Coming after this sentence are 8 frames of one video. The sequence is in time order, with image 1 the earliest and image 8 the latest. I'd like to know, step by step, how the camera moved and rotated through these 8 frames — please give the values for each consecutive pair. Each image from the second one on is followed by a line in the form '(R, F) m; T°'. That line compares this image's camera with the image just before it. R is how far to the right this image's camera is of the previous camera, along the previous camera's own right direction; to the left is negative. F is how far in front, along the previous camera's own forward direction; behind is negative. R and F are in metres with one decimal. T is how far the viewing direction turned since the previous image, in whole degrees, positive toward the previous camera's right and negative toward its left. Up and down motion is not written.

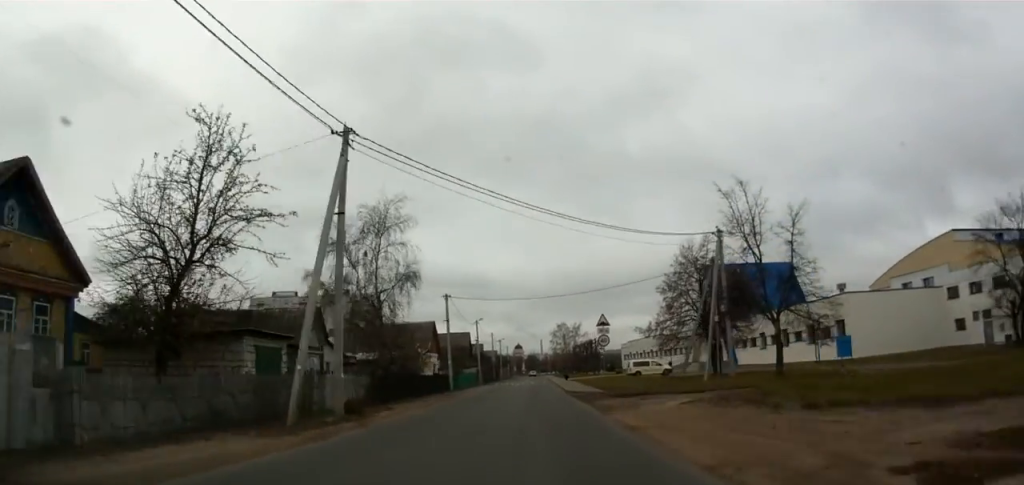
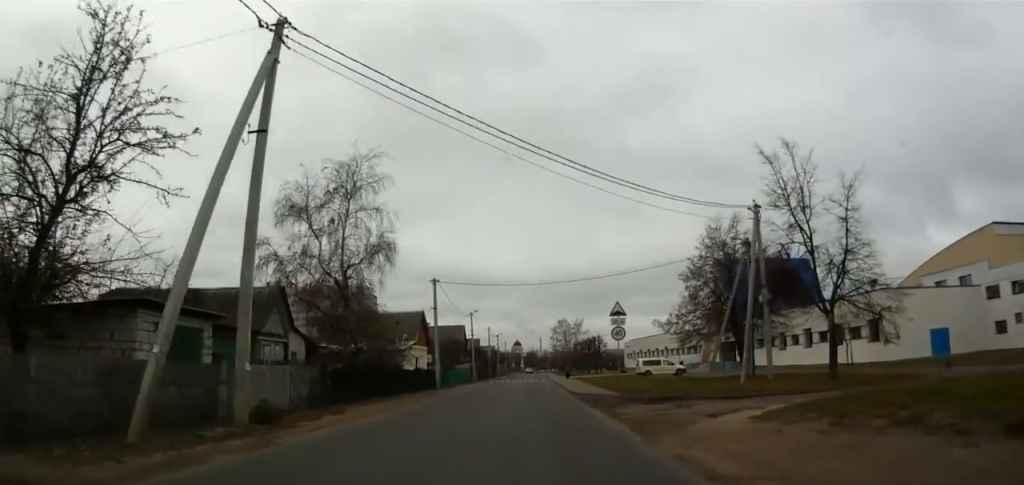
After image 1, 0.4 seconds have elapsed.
(0.0, +6.5) m; 0°
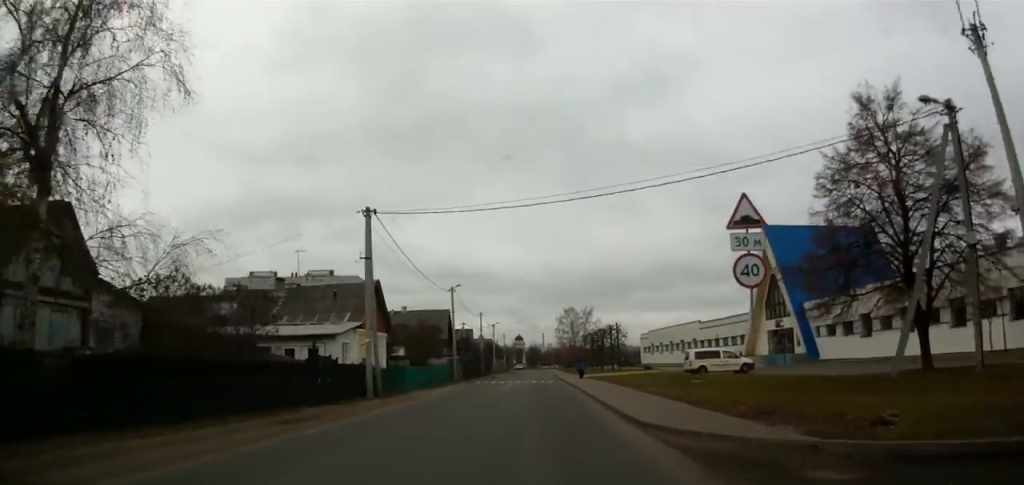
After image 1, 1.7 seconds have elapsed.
(0.0, +18.6) m; 0°
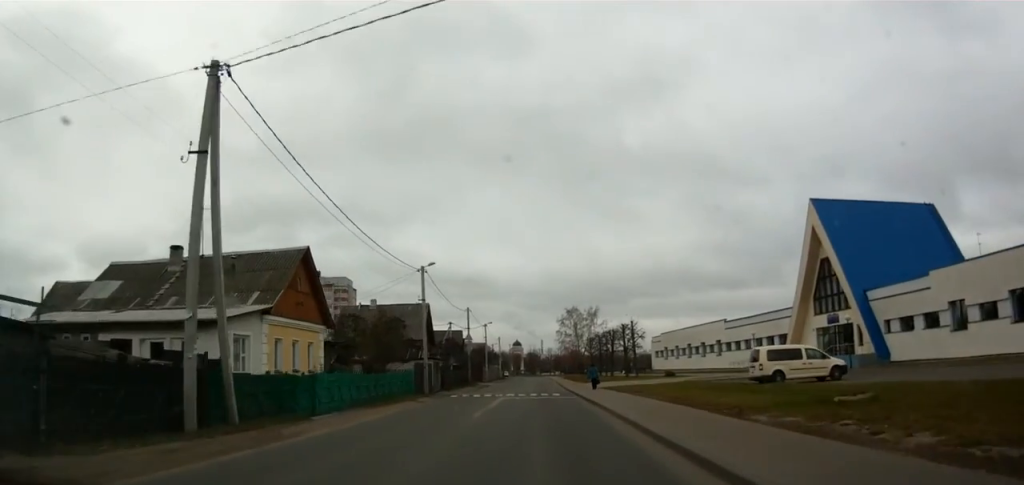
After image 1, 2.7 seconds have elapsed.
(0.0, +13.1) m; 0°
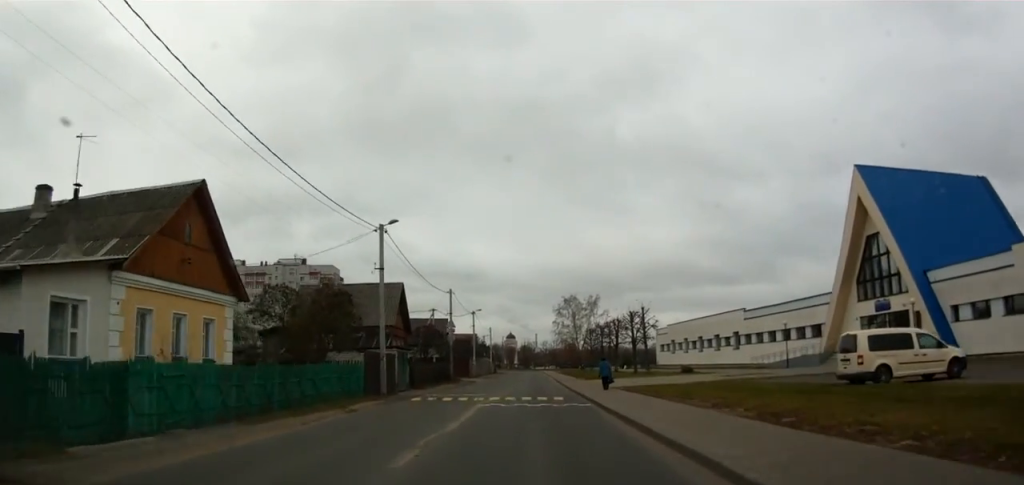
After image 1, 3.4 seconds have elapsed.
(+0.1, +9.2) m; +1°
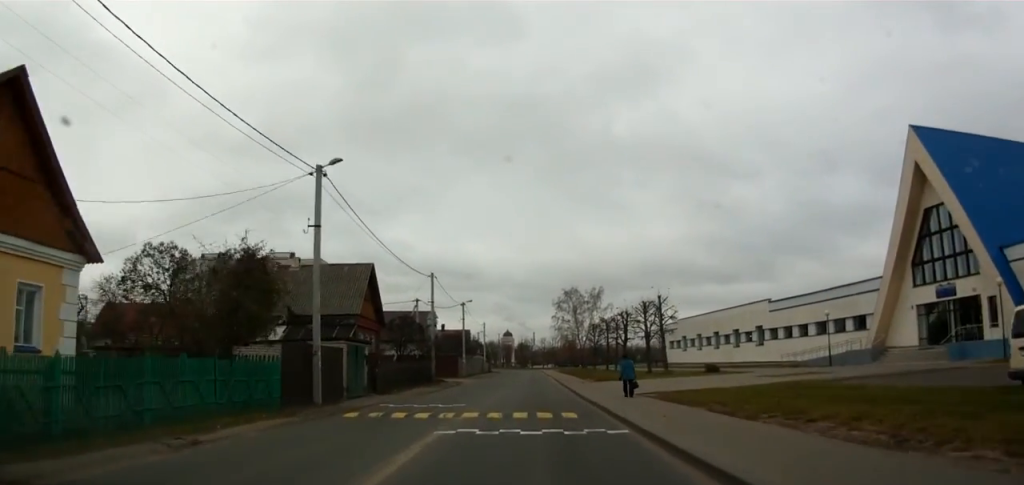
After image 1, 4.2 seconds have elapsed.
(+0.1, +8.4) m; -1°
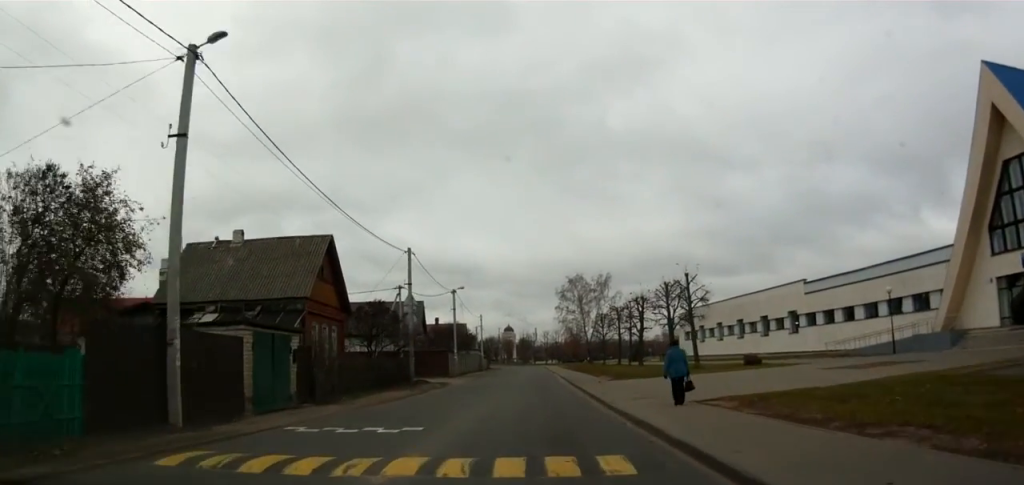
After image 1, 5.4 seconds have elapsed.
(-0.2, +9.5) m; 0°
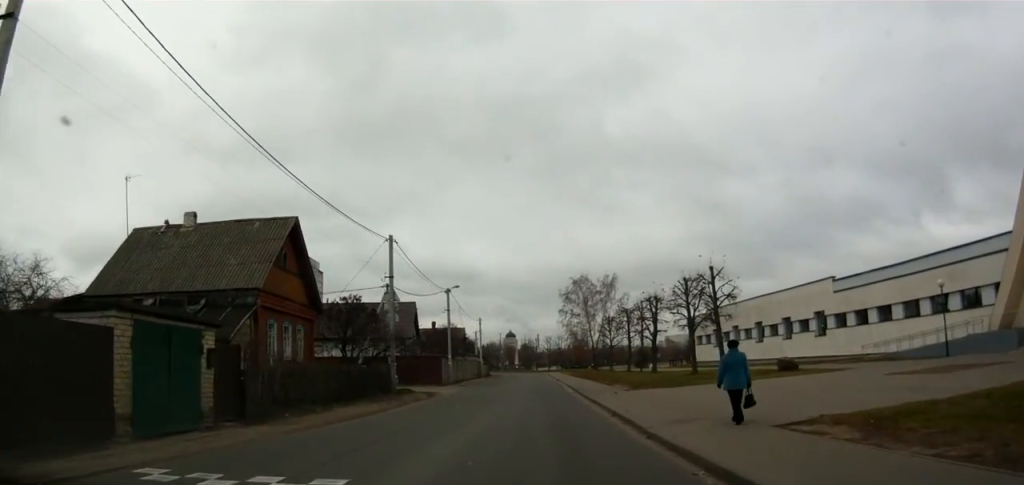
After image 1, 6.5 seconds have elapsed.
(+0.4, +7.0) m; +1°
